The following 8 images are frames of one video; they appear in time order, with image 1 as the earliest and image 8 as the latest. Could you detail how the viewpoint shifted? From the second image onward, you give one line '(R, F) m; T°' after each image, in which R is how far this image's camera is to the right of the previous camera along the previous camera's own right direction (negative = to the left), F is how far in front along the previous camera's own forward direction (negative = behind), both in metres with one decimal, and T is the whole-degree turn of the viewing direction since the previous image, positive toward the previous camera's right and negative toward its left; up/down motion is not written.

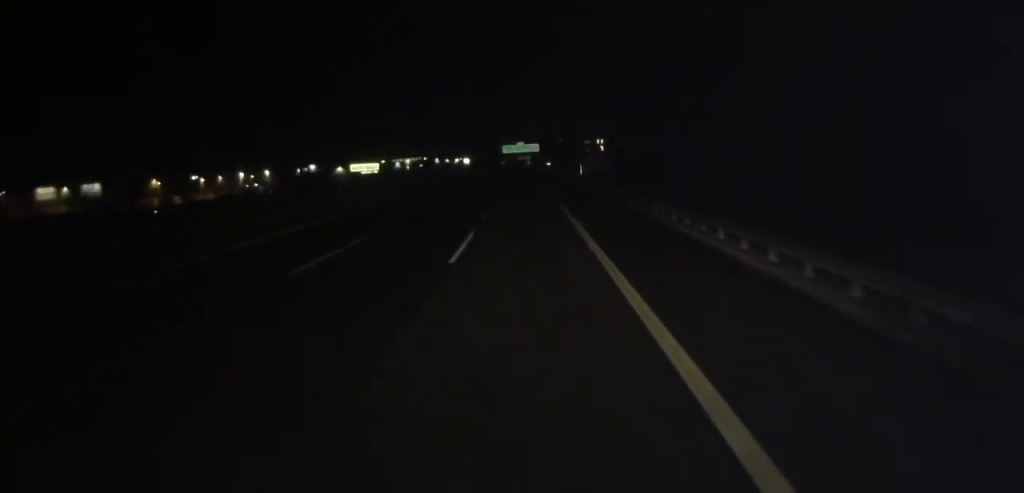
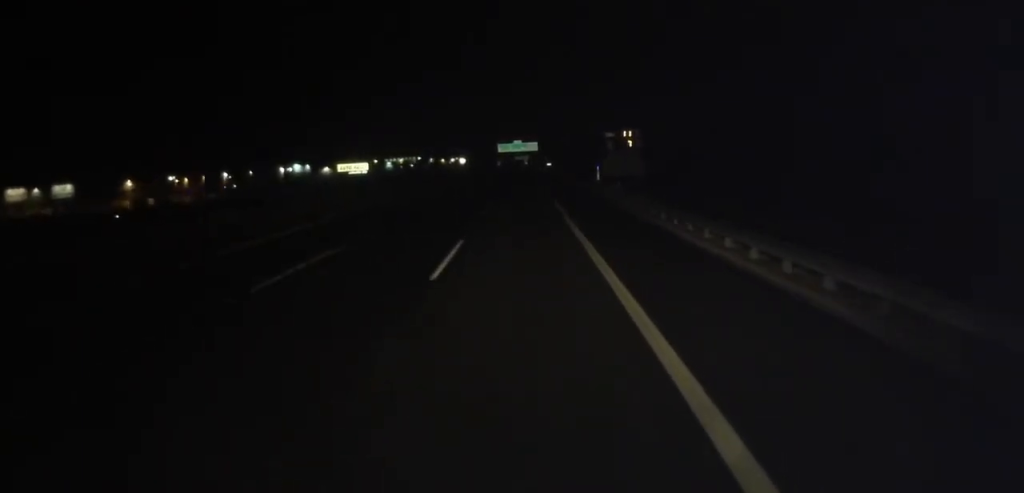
(-0.1, +18.9) m; 0°
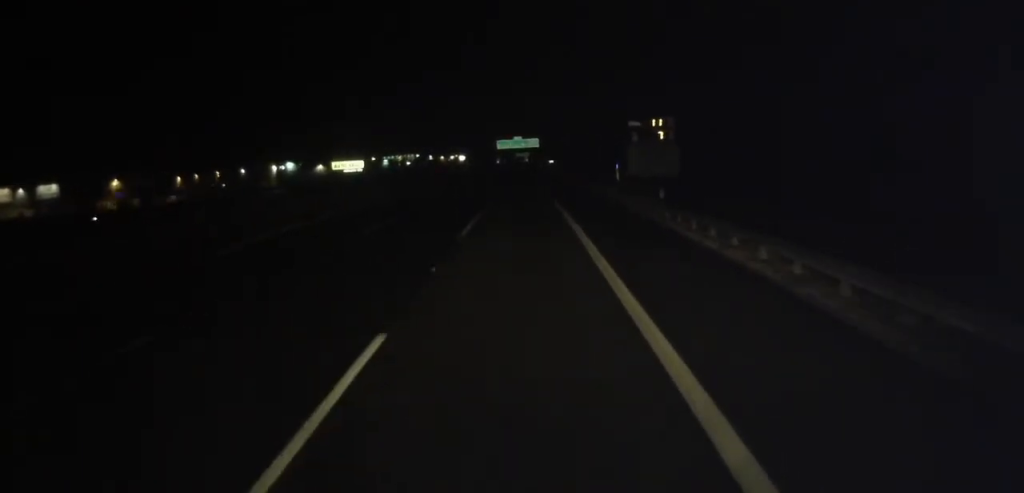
(0.0, +10.6) m; 0°
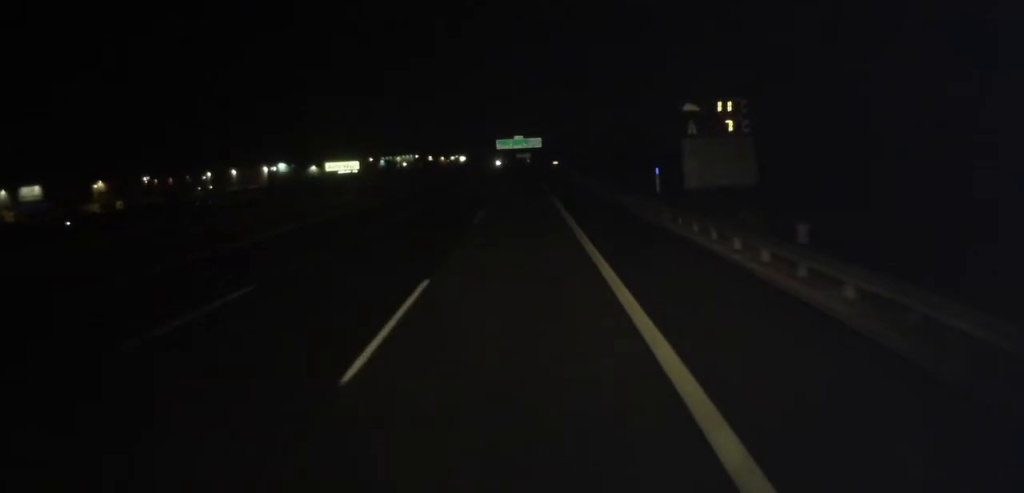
(+0.1, +12.2) m; 0°
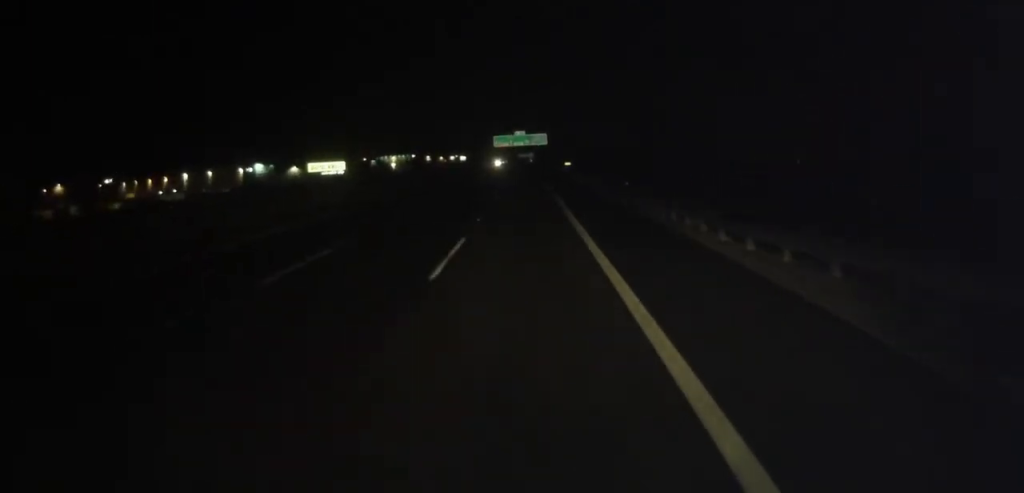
(+0.1, +28.9) m; 0°
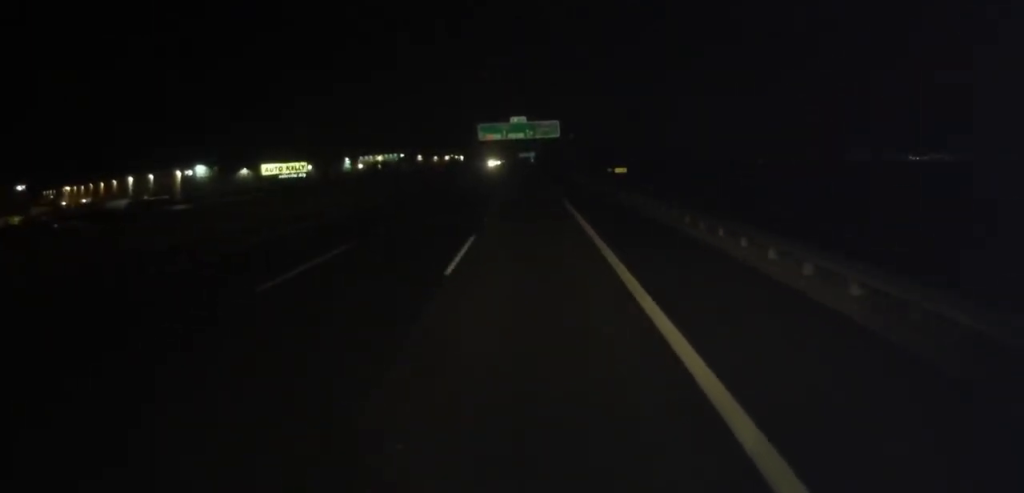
(0.0, +52.4) m; 0°
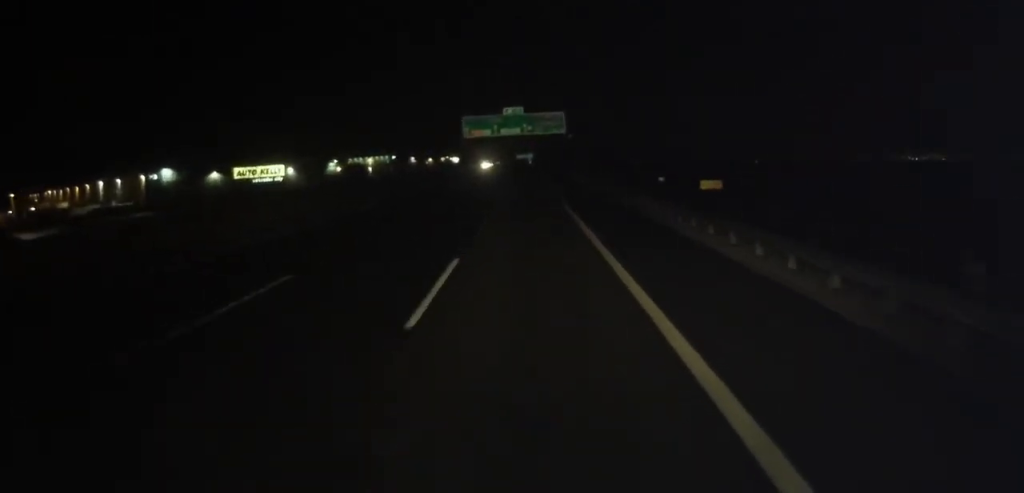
(0.0, +21.8) m; -1°
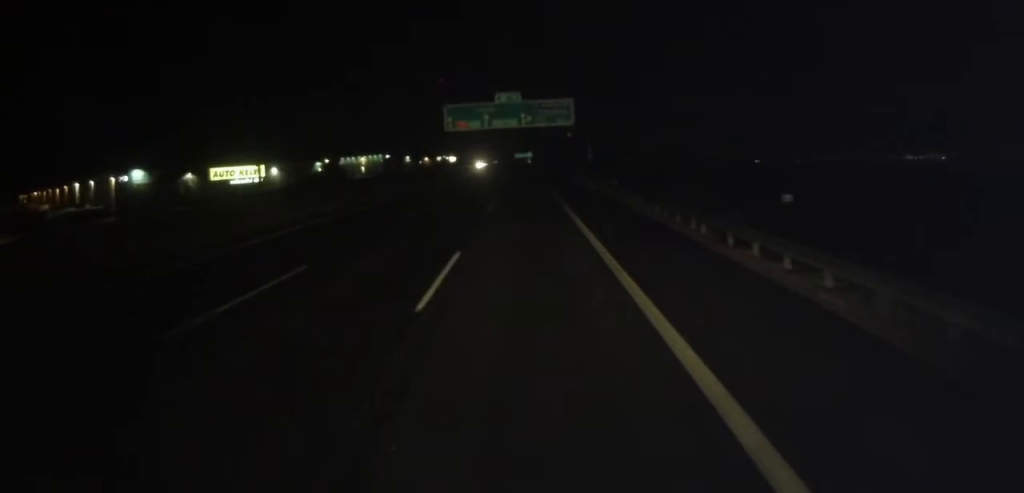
(-0.3, +16.3) m; 0°
